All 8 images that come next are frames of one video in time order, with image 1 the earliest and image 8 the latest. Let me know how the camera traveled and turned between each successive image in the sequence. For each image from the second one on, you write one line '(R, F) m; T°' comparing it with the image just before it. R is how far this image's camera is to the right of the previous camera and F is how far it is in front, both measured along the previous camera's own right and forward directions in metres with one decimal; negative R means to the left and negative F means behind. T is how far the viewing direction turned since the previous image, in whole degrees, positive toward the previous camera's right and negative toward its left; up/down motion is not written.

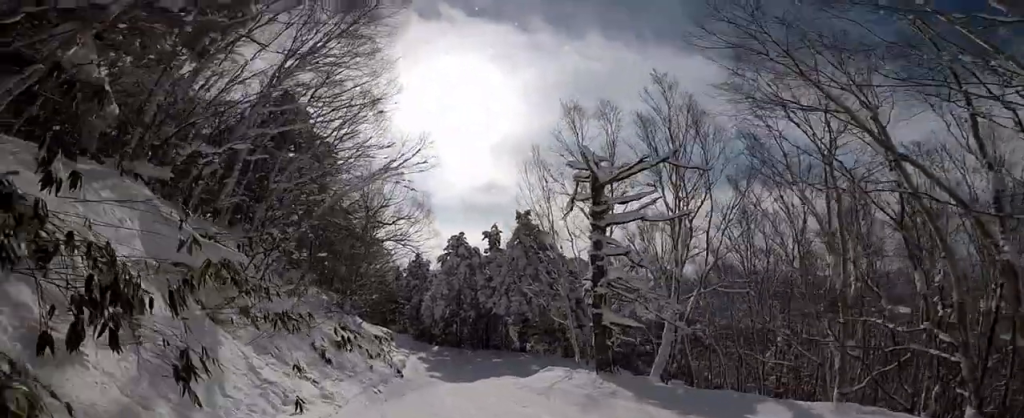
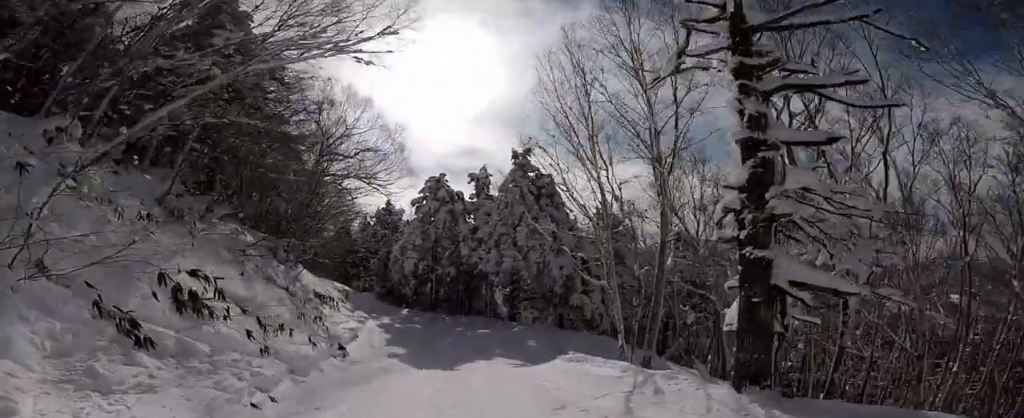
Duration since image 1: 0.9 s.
(+0.9, +5.3) m; +2°
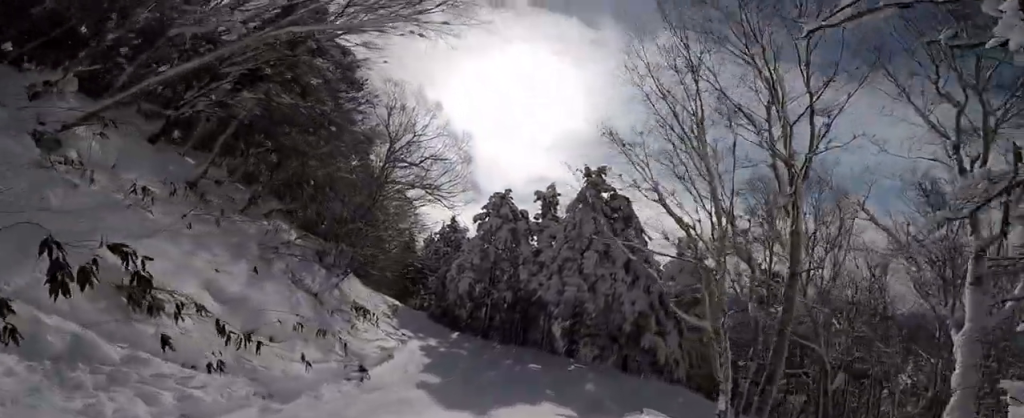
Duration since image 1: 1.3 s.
(-0.2, +2.2) m; +1°
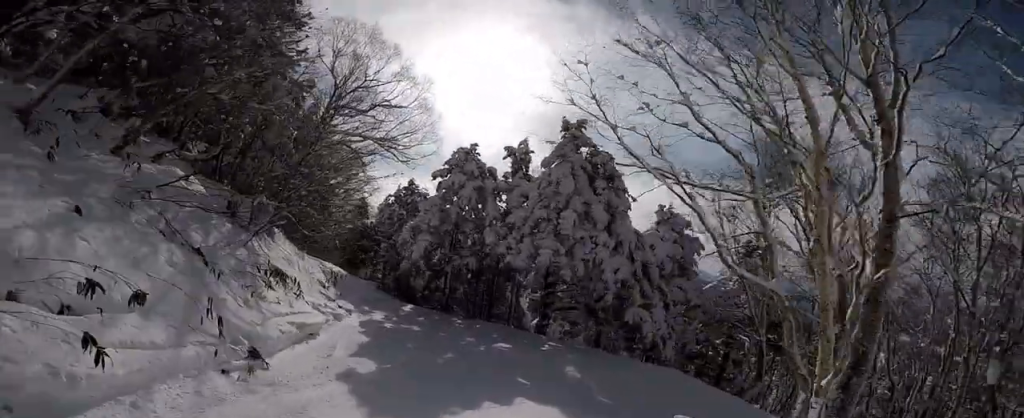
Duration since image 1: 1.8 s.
(-0.4, +2.7) m; +2°
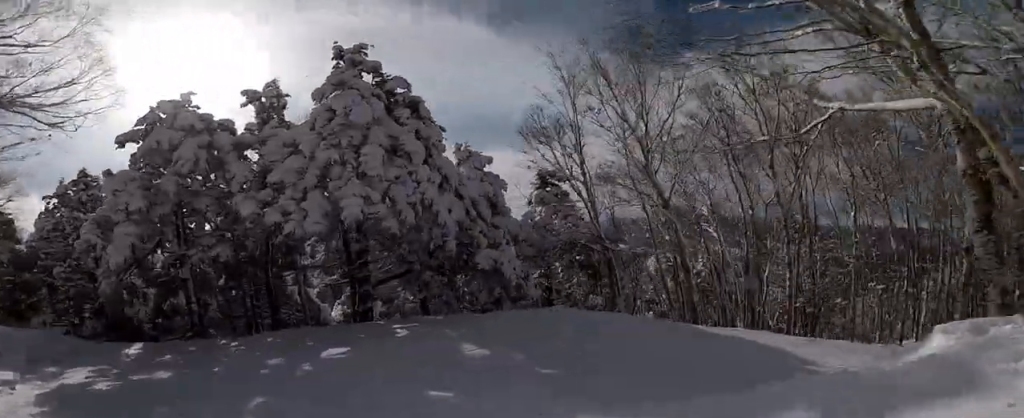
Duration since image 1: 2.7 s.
(+0.7, +3.3) m; +32°
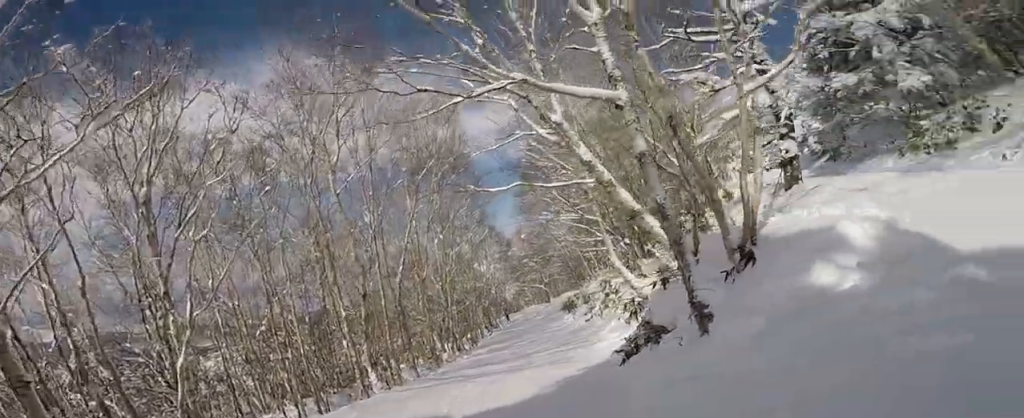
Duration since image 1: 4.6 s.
(+4.5, +4.0) m; +87°
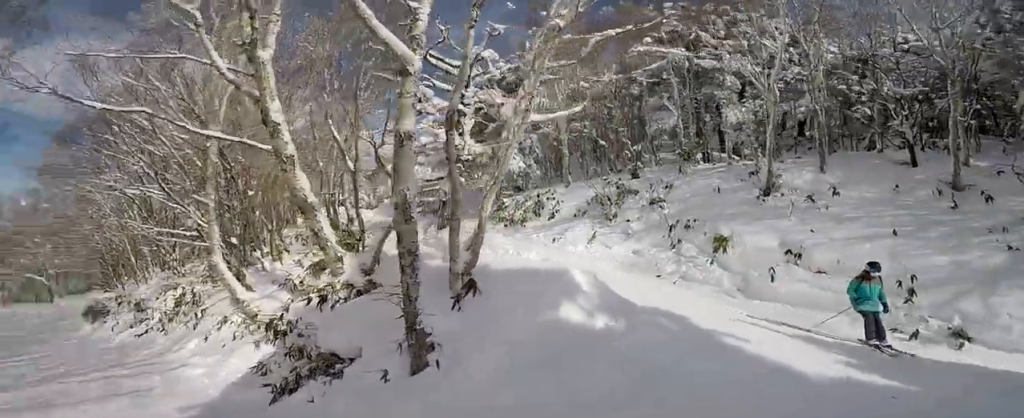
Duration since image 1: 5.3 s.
(+0.7, +2.8) m; +19°
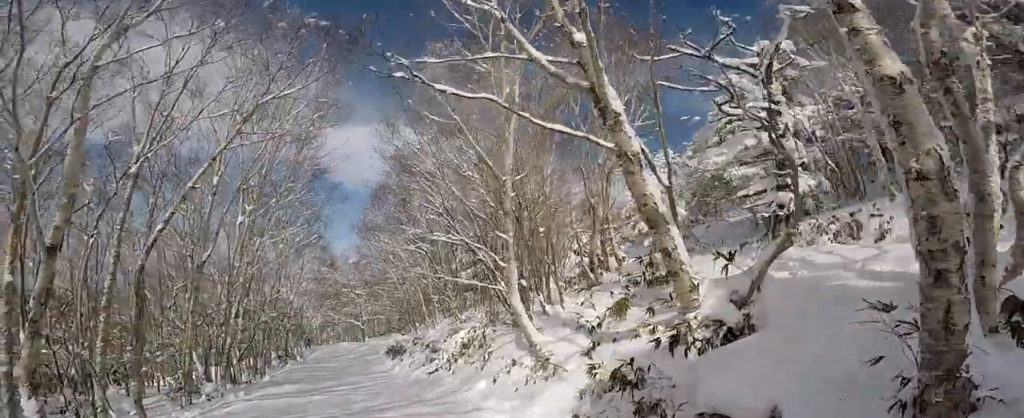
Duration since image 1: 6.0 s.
(+0.5, +3.1) m; +10°
